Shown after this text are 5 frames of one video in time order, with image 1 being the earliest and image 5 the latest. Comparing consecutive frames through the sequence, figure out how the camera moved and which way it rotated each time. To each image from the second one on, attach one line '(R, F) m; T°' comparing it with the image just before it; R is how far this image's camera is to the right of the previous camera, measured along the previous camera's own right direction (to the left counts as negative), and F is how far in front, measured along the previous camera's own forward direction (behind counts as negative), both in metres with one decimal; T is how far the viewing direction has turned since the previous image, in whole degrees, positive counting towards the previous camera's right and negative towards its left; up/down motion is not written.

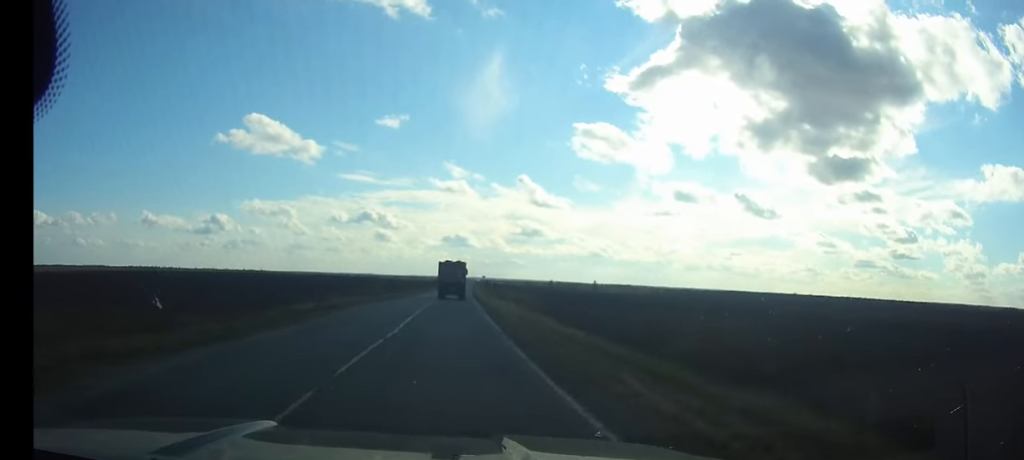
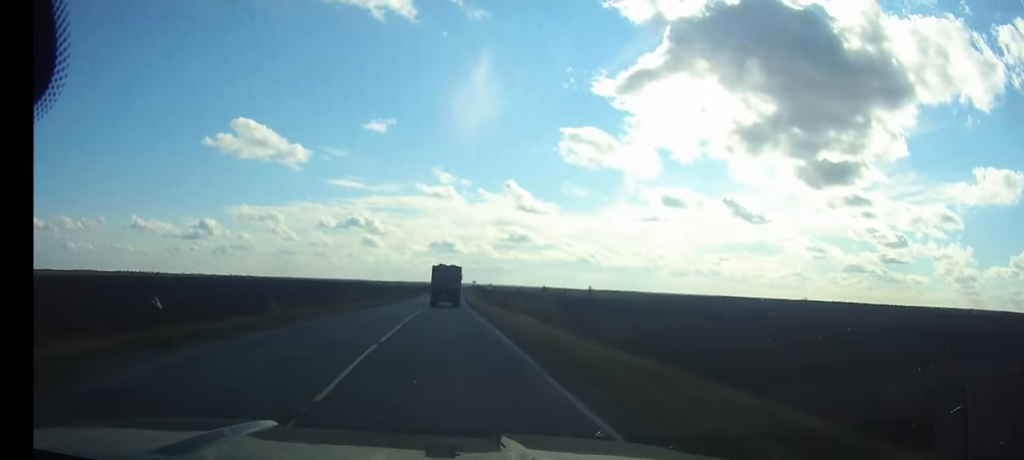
(+0.1, +16.9) m; +1°
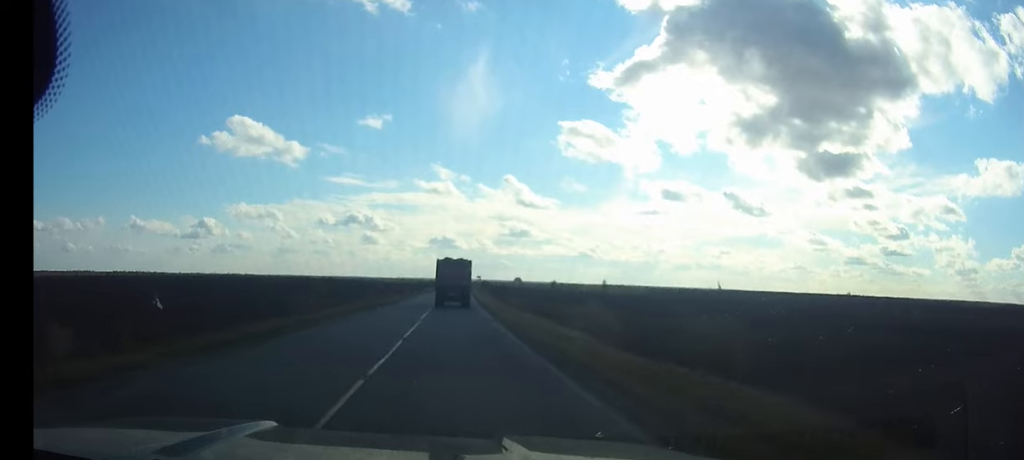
(+0.1, +27.0) m; +1°
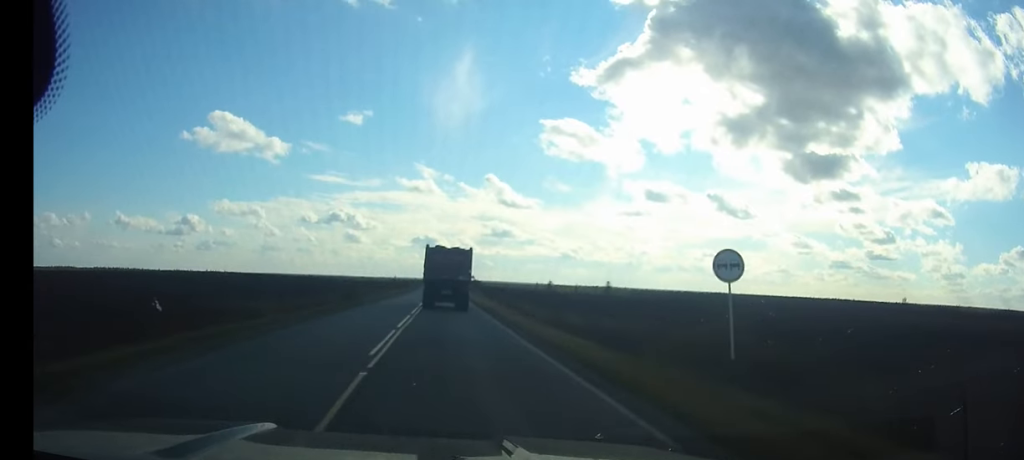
(+0.4, +36.3) m; +1°
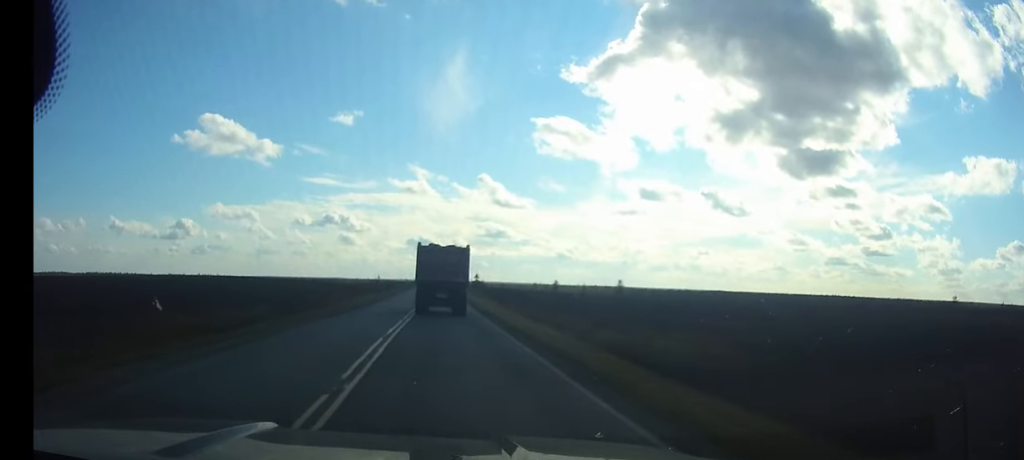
(+0.1, +24.4) m; 0°
